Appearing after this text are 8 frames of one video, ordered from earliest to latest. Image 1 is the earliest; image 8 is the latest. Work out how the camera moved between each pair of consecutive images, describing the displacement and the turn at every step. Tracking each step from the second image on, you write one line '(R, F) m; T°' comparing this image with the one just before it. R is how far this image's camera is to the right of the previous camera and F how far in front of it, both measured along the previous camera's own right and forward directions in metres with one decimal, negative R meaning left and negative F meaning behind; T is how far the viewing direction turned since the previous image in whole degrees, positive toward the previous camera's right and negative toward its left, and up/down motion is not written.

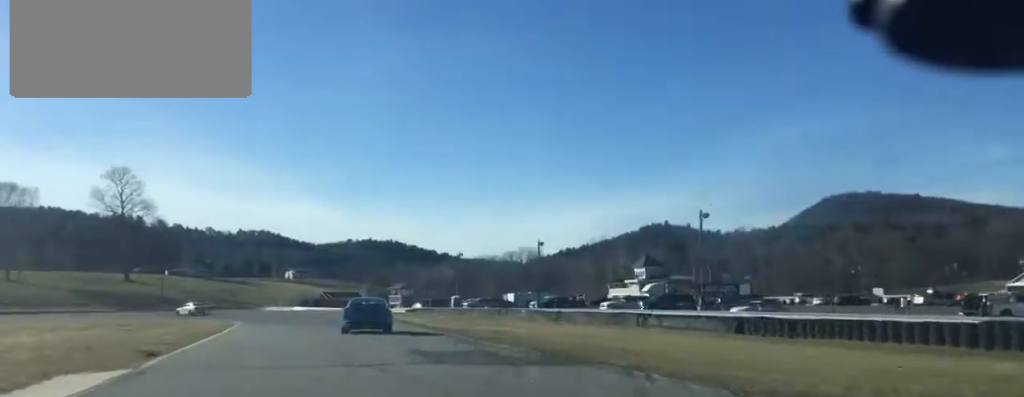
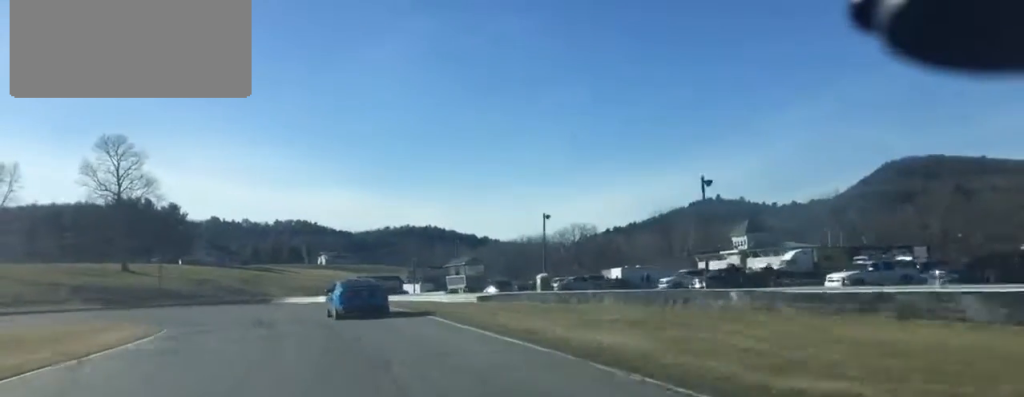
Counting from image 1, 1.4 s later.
(+0.9, +35.6) m; -1°
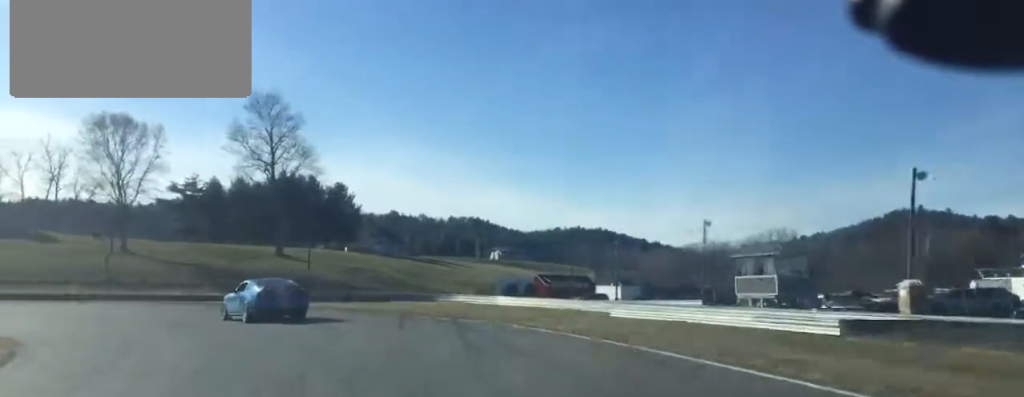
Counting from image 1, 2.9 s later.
(-2.5, +35.7) m; -12°
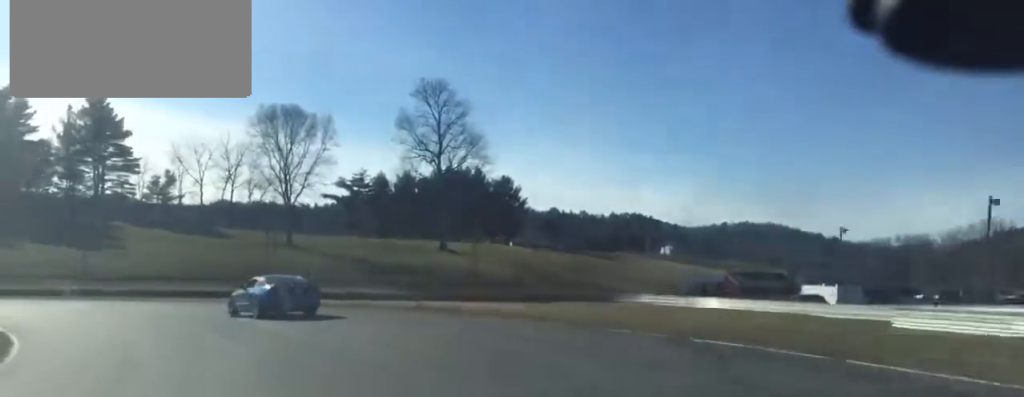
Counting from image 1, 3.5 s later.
(-0.9, +13.9) m; -9°
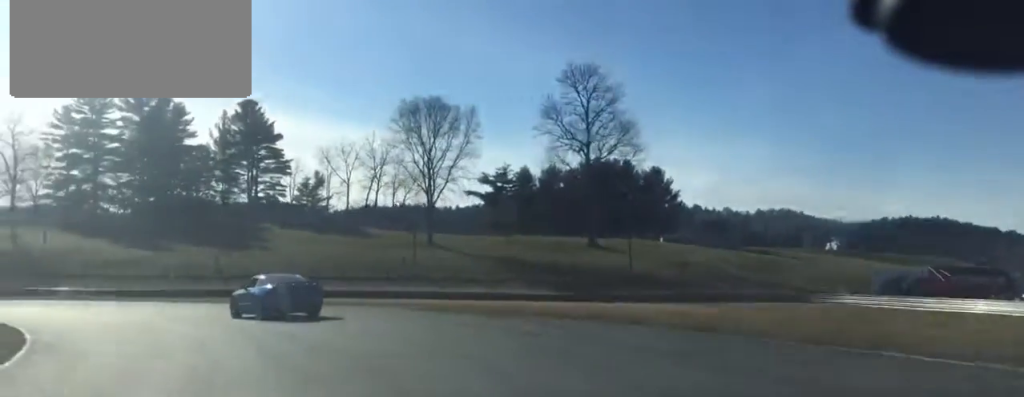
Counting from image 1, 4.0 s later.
(-0.9, +11.2) m; -8°
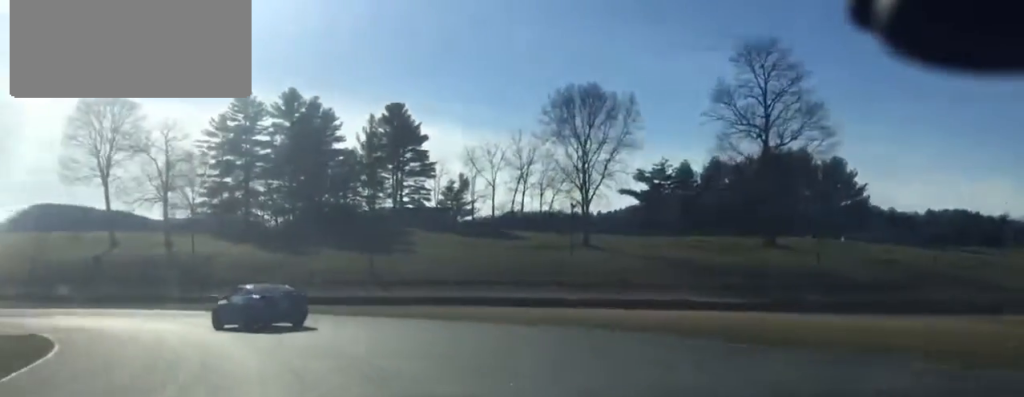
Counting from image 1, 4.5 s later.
(-0.9, +12.6) m; -10°
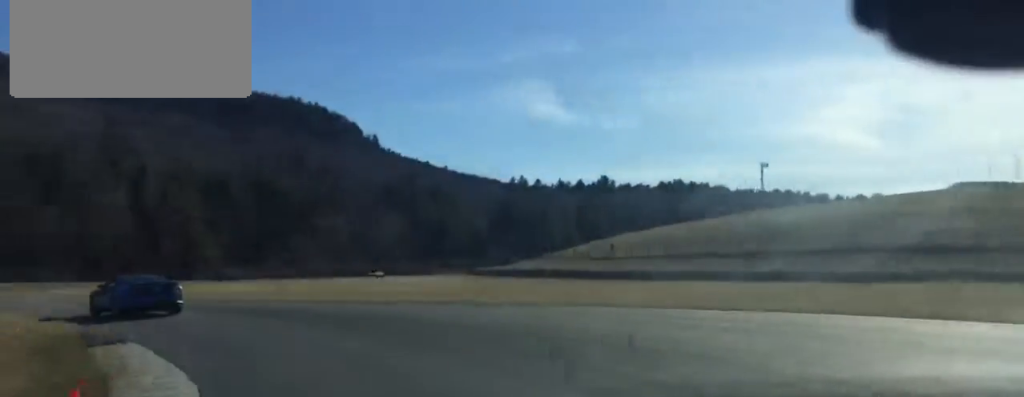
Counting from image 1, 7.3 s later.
(-24.3, +50.0) m; -55°
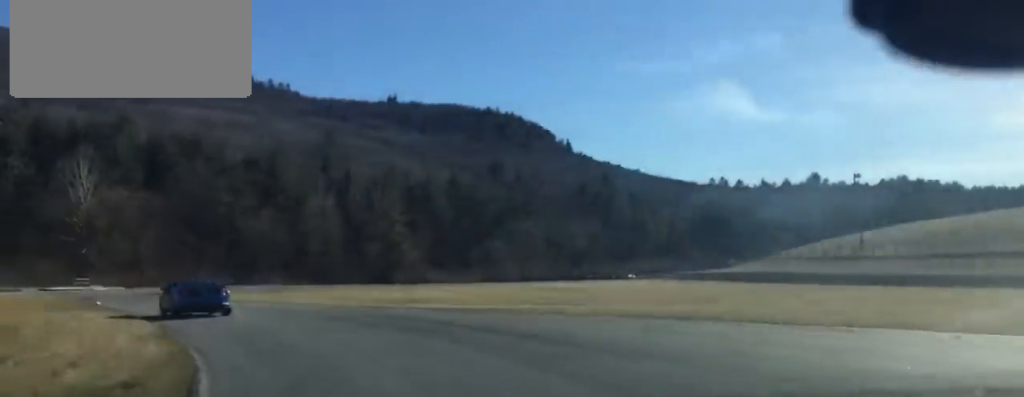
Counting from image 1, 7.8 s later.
(-0.5, +11.2) m; -12°
